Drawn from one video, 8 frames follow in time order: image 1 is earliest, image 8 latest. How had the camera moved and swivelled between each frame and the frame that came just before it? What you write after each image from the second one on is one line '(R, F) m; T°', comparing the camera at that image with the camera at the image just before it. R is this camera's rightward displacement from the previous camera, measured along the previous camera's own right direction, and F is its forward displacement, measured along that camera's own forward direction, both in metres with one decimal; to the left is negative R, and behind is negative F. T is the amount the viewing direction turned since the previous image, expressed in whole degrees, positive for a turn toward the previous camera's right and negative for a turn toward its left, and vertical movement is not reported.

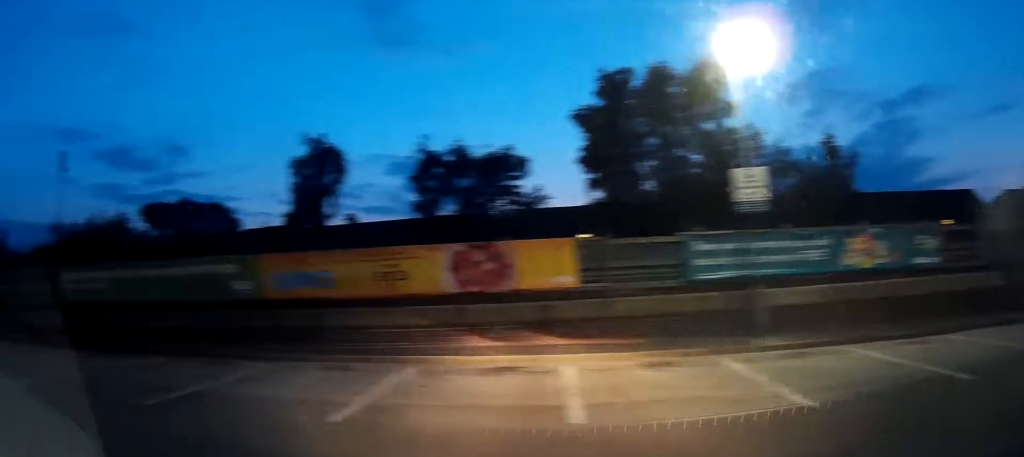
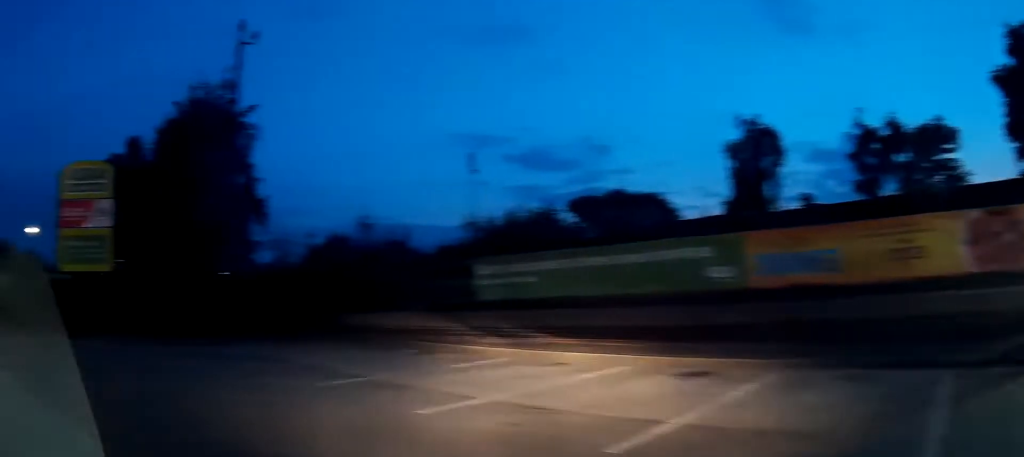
(-0.5, +2.1) m; -24°
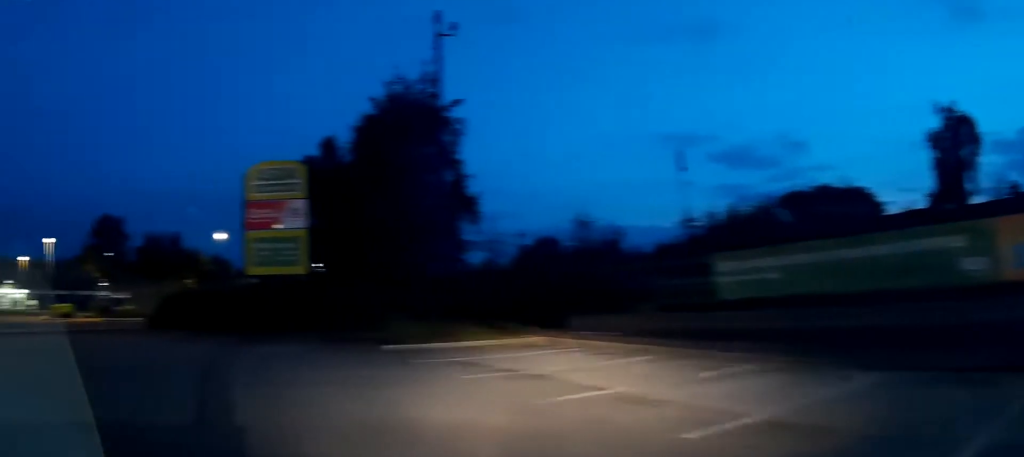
(-0.1, +1.0) m; -19°
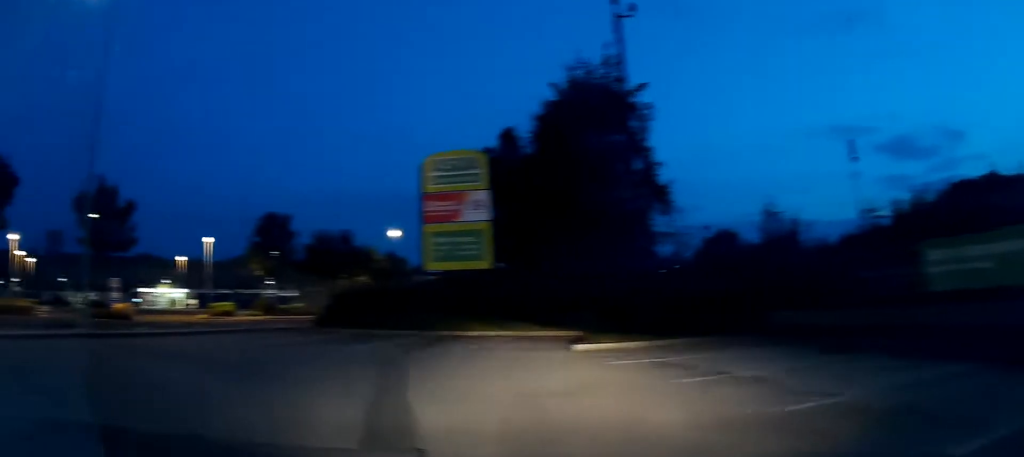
(0.0, +0.8) m; -18°
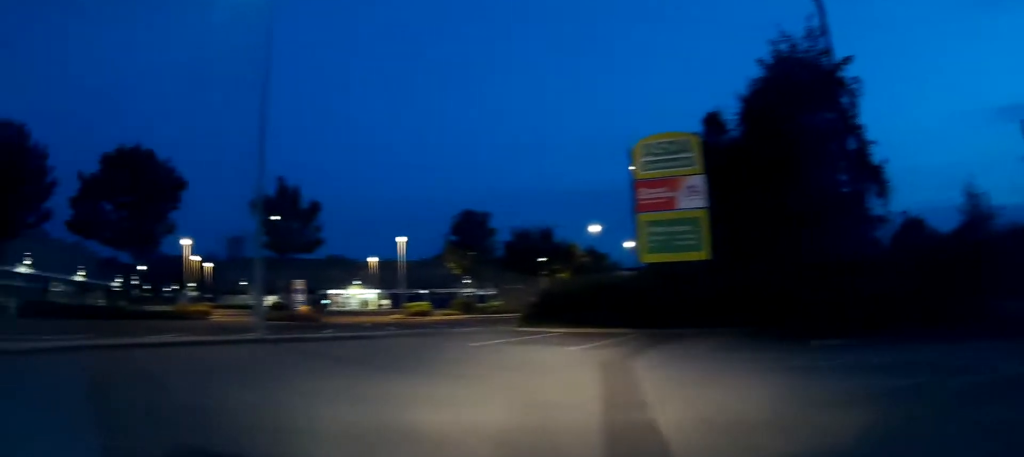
(-0.5, +1.1) m; -24°
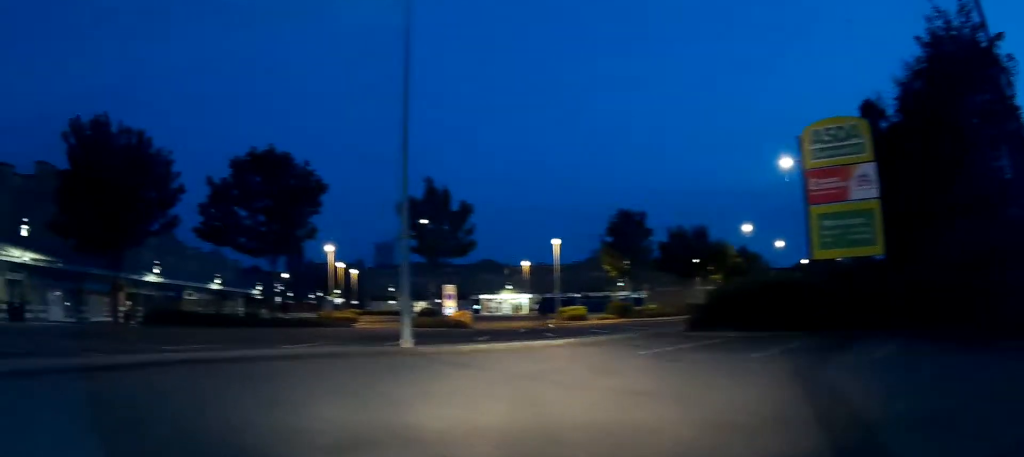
(-0.3, +1.2) m; -16°
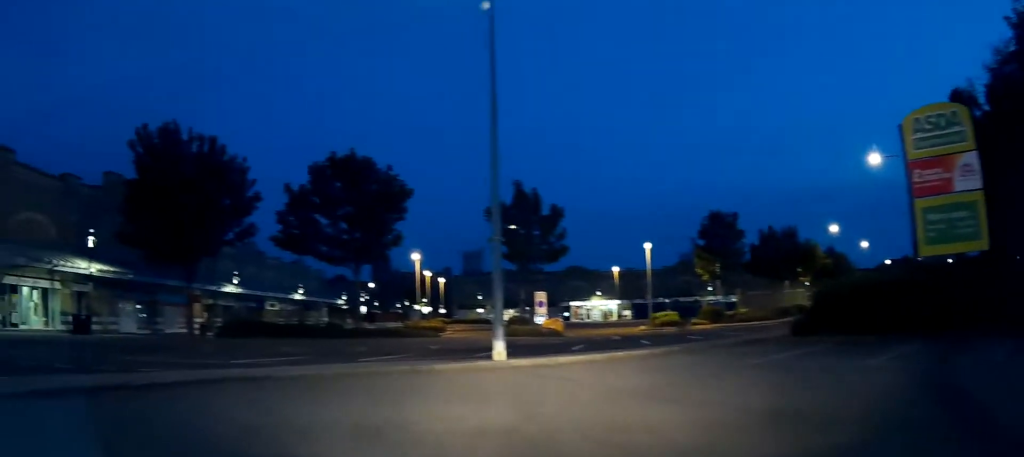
(-0.1, +1.1) m; -7°
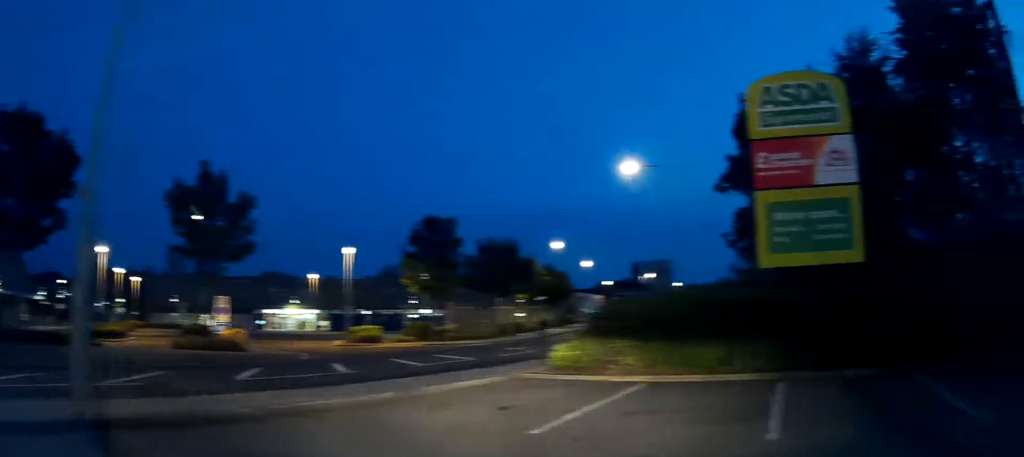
(+1.1, +5.5) m; +42°
